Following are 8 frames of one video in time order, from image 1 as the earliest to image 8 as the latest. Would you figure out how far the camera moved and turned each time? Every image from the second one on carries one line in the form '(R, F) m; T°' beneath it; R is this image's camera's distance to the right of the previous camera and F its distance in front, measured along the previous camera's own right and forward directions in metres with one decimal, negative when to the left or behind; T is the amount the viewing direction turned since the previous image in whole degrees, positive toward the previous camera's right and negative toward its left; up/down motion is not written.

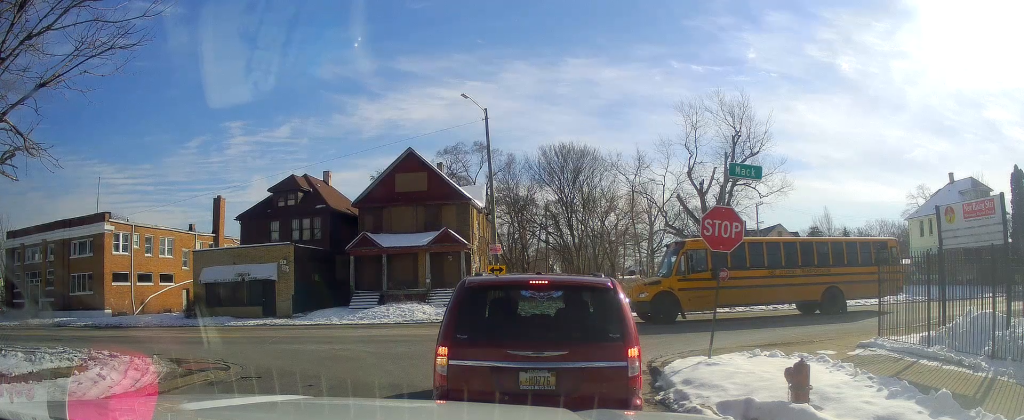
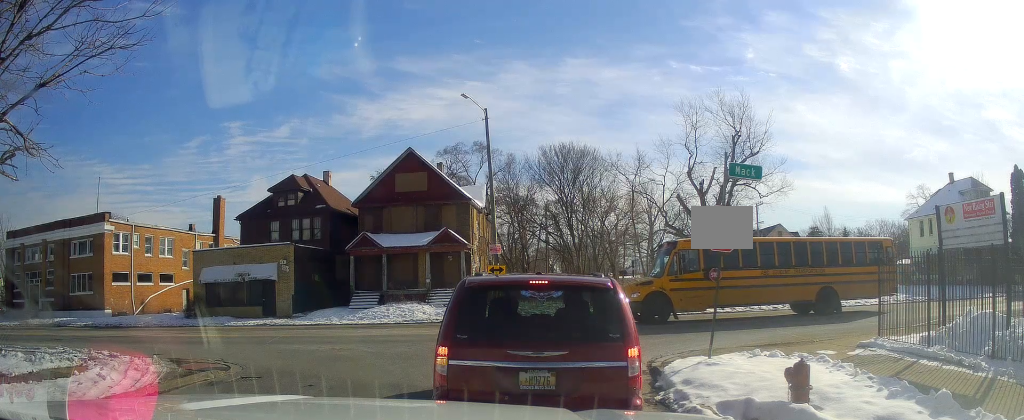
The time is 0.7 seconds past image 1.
(0.0, 0.0) m; 0°
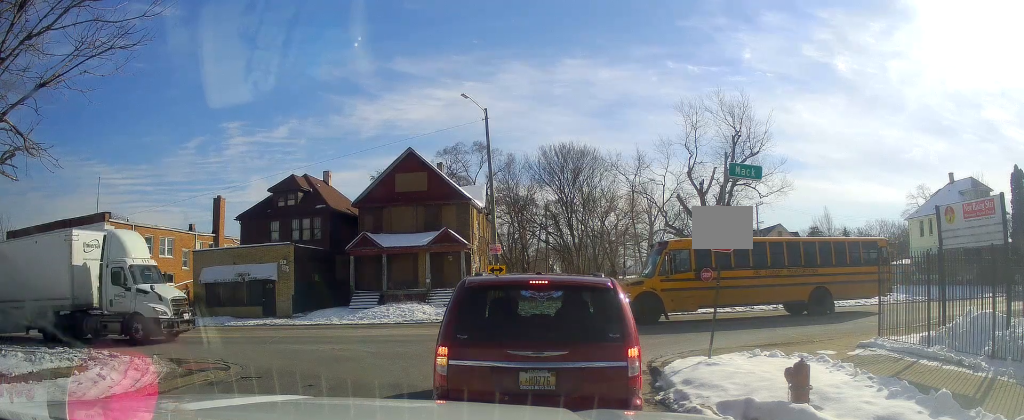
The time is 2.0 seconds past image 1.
(0.0, 0.0) m; 0°
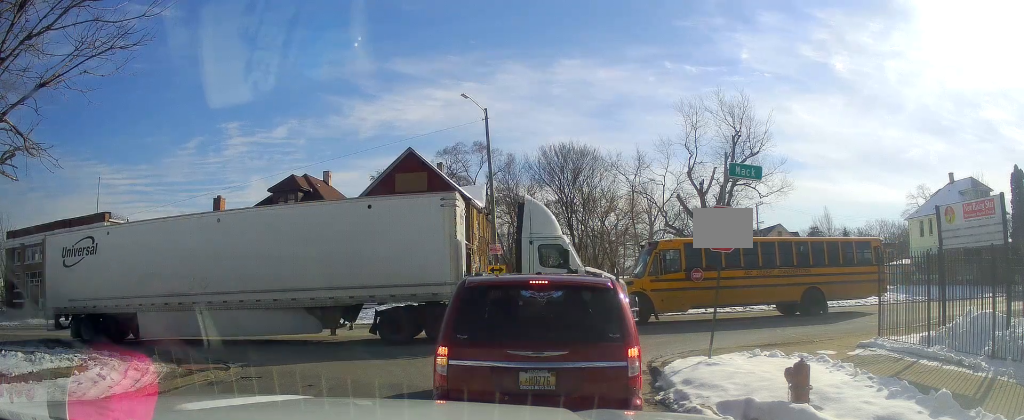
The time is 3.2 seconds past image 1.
(0.0, 0.0) m; 0°
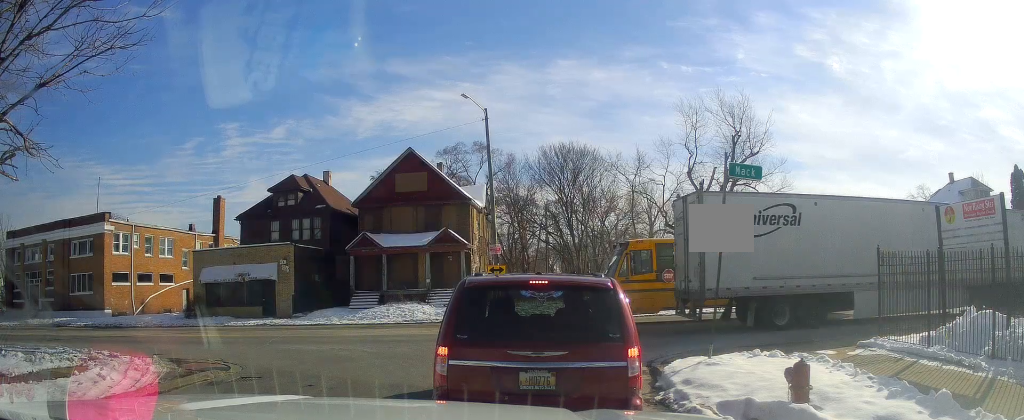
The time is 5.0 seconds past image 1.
(0.0, 0.0) m; 0°
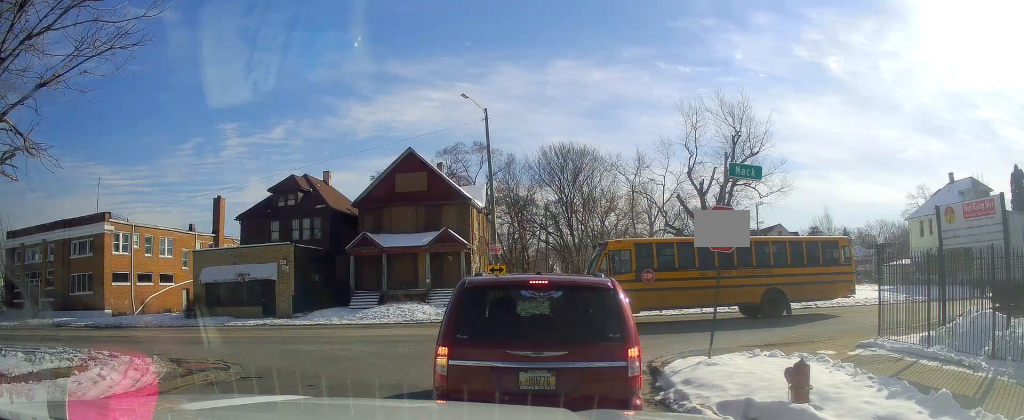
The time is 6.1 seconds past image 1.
(0.0, 0.0) m; 0°
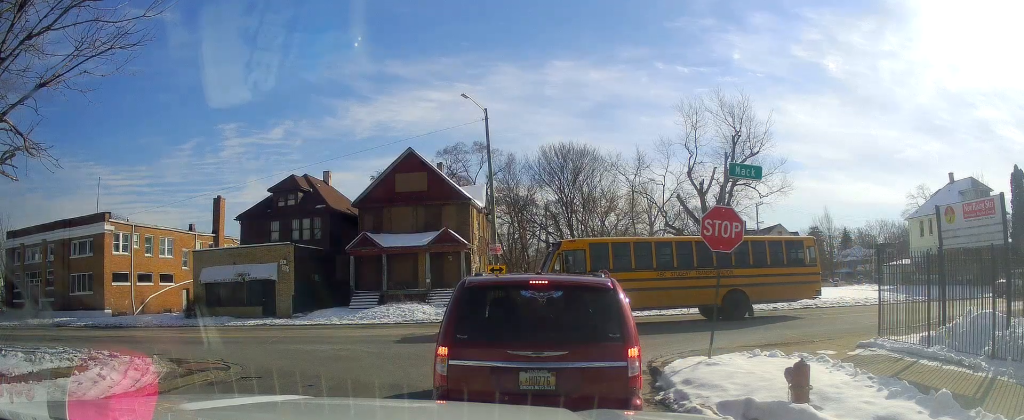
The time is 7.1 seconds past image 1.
(0.0, 0.0) m; 0°
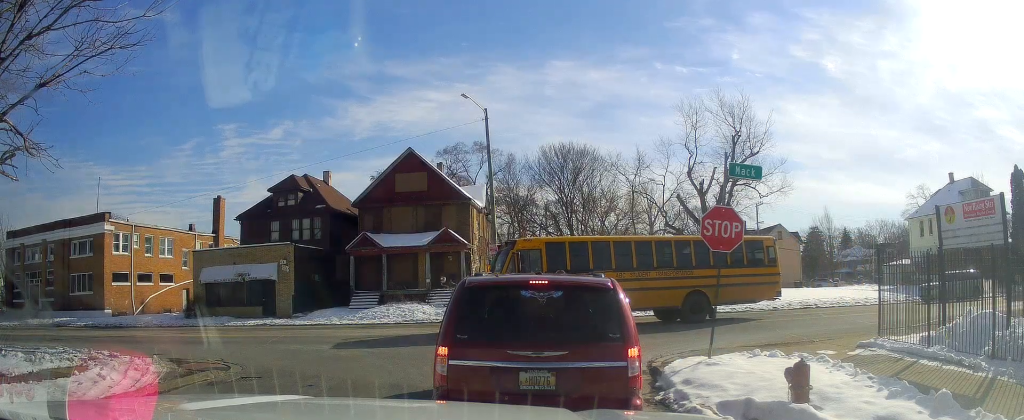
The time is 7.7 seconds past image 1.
(0.0, 0.0) m; 0°
